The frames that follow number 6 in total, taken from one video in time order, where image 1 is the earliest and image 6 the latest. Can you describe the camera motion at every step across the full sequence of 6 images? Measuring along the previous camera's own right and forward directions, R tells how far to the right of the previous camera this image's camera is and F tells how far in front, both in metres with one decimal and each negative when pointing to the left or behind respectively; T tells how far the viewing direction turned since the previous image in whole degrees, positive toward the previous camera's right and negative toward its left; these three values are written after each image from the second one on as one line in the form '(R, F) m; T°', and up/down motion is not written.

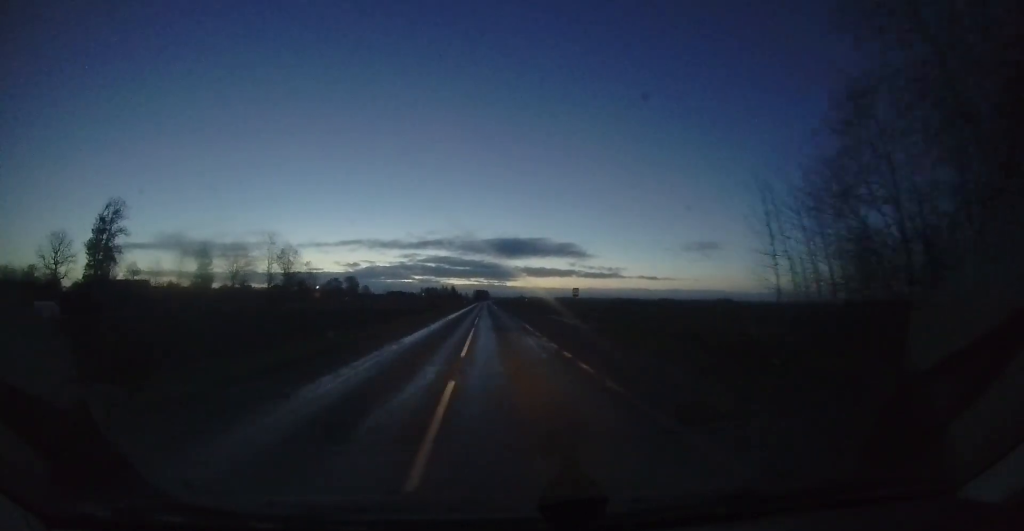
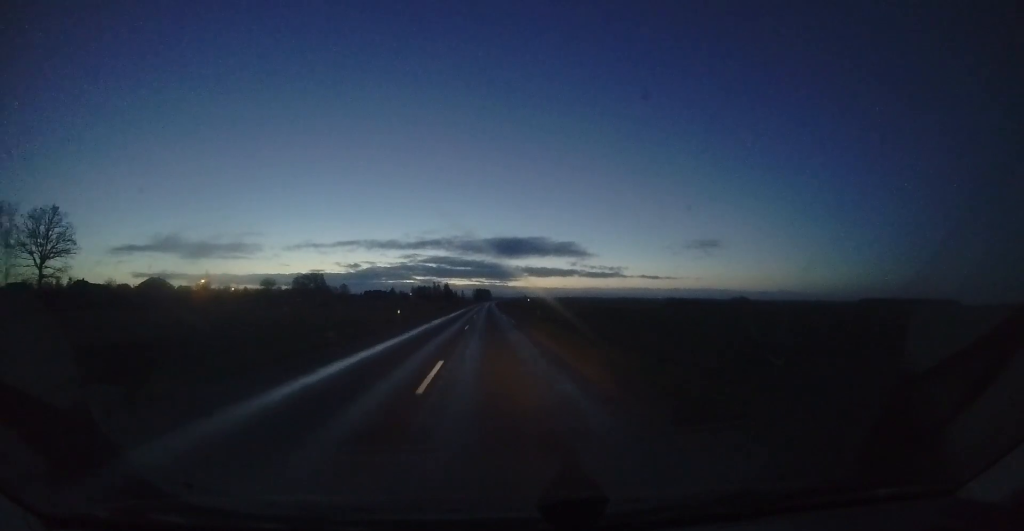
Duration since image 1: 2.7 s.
(-0.6, +69.9) m; -2°
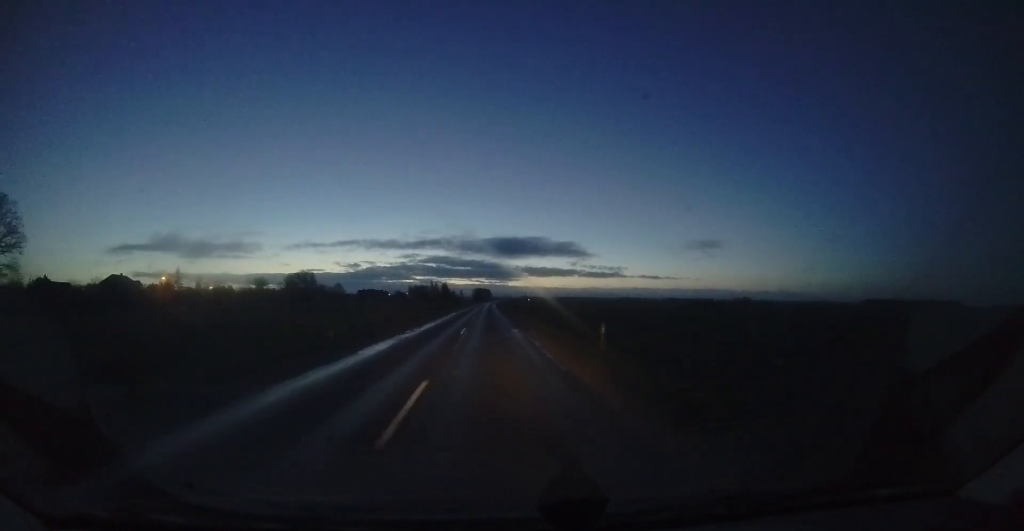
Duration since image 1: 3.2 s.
(-0.2, +13.8) m; 0°
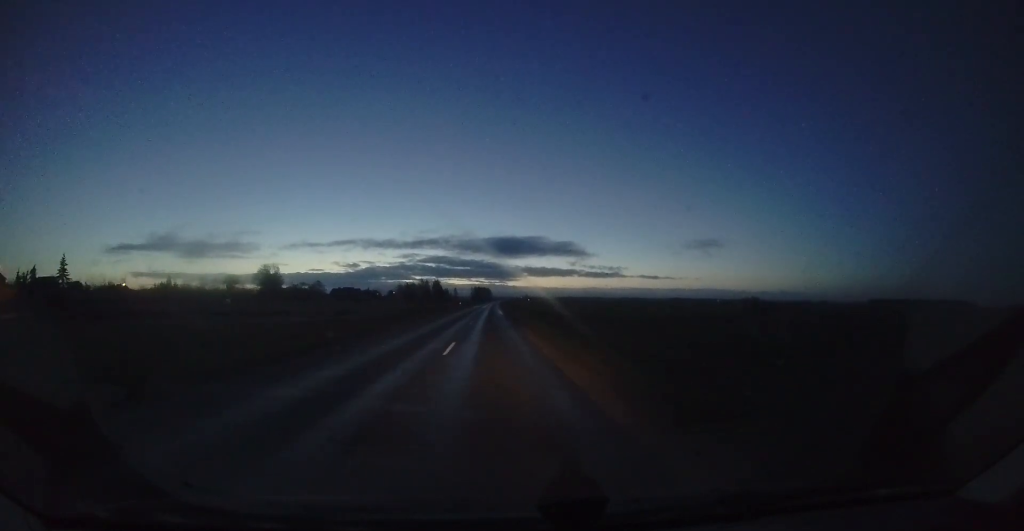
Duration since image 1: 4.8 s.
(+0.4, +41.6) m; +1°
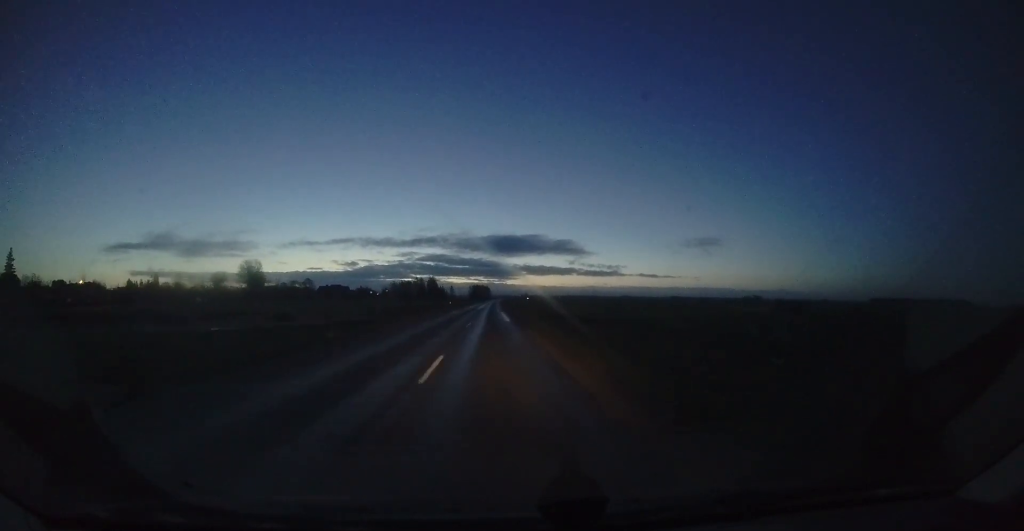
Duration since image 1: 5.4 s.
(0.0, +15.6) m; 0°
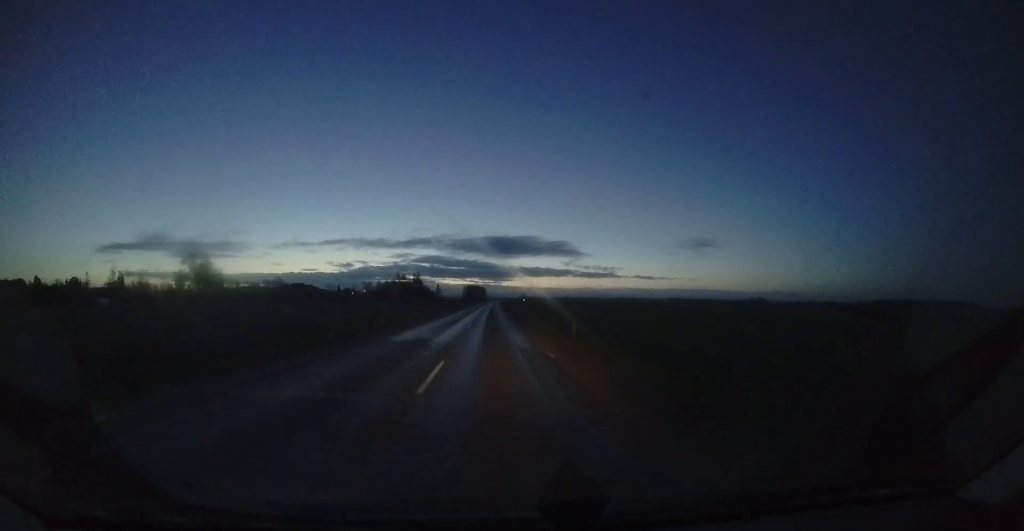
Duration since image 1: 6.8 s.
(+0.1, +36.7) m; 0°
